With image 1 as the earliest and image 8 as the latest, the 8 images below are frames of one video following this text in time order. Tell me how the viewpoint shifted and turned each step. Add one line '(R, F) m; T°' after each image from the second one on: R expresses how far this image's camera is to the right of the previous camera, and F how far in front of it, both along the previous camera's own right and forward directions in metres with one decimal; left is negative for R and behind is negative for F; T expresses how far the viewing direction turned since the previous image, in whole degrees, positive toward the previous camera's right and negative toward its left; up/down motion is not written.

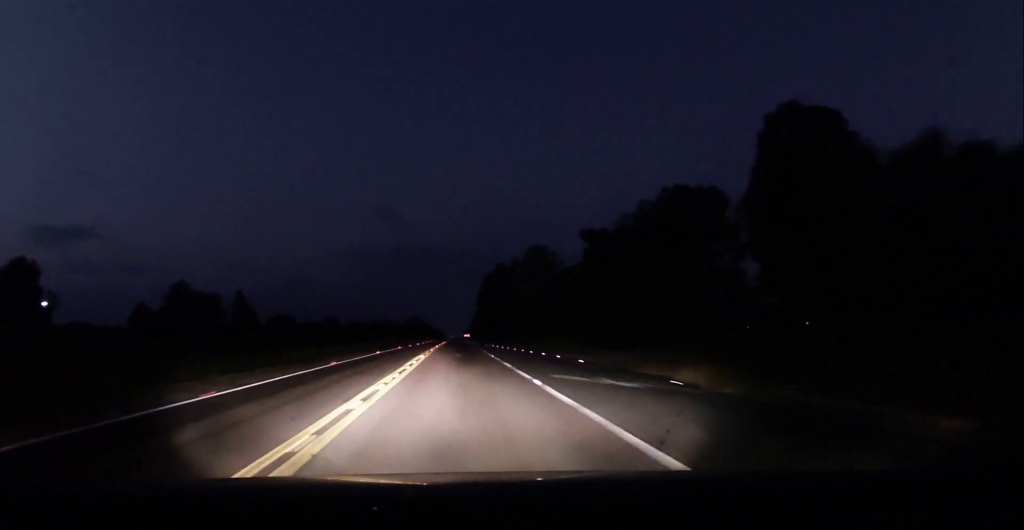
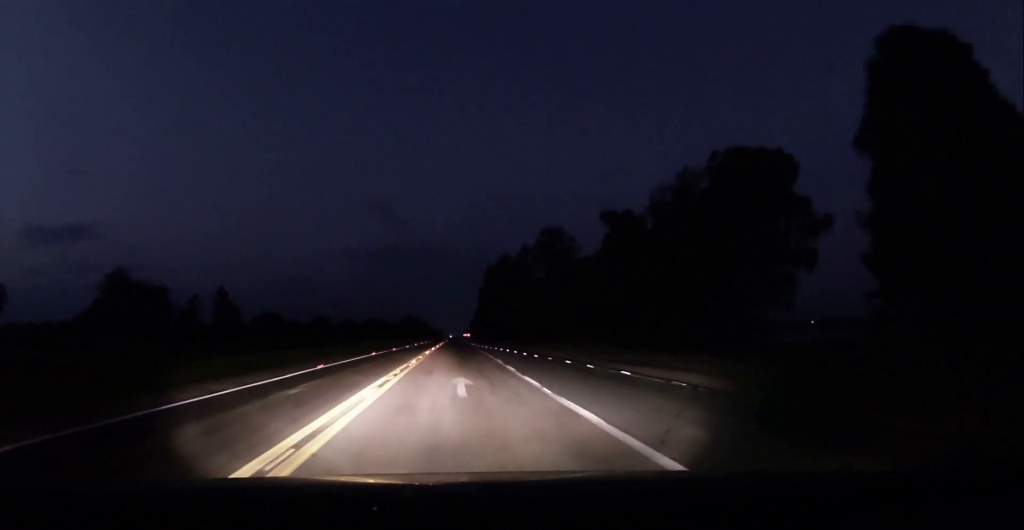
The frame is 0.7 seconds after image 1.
(+0.1, +19.5) m; 0°
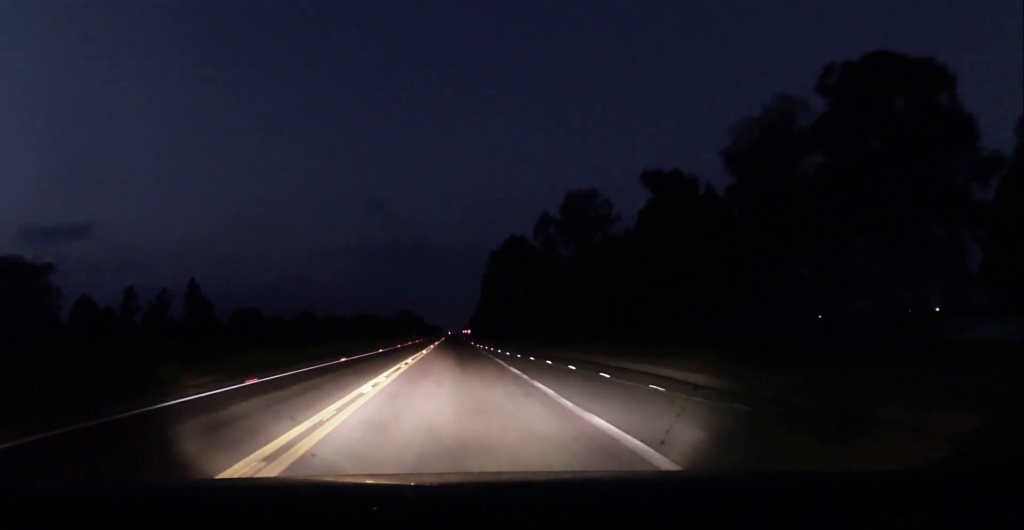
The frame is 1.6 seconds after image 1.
(+0.2, +26.3) m; 0°
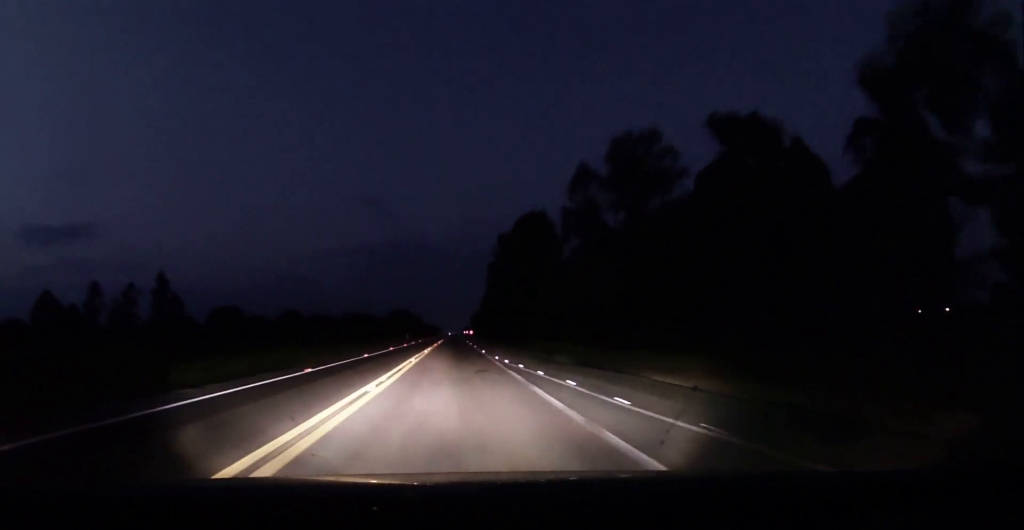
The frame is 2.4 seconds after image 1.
(-0.3, +24.5) m; 0°
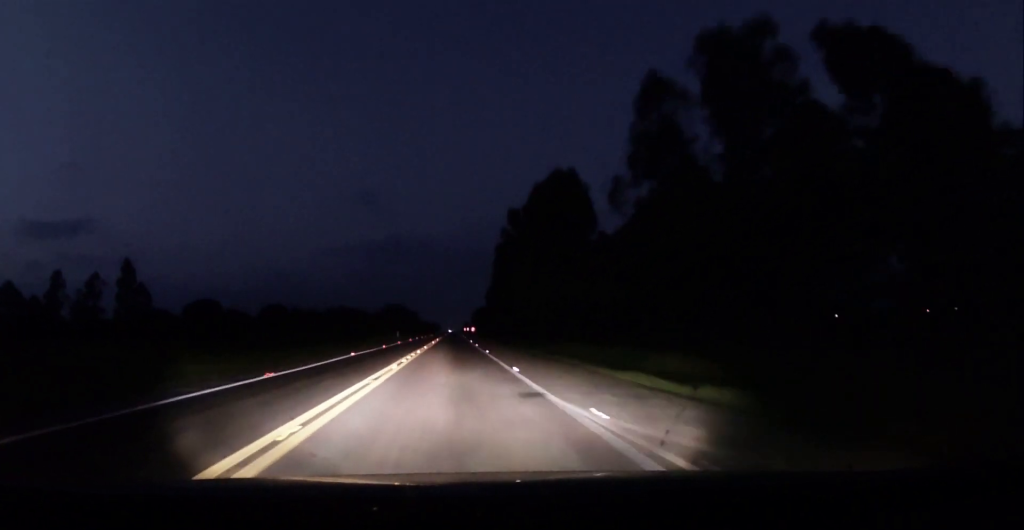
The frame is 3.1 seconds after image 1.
(+0.3, +21.7) m; 0°
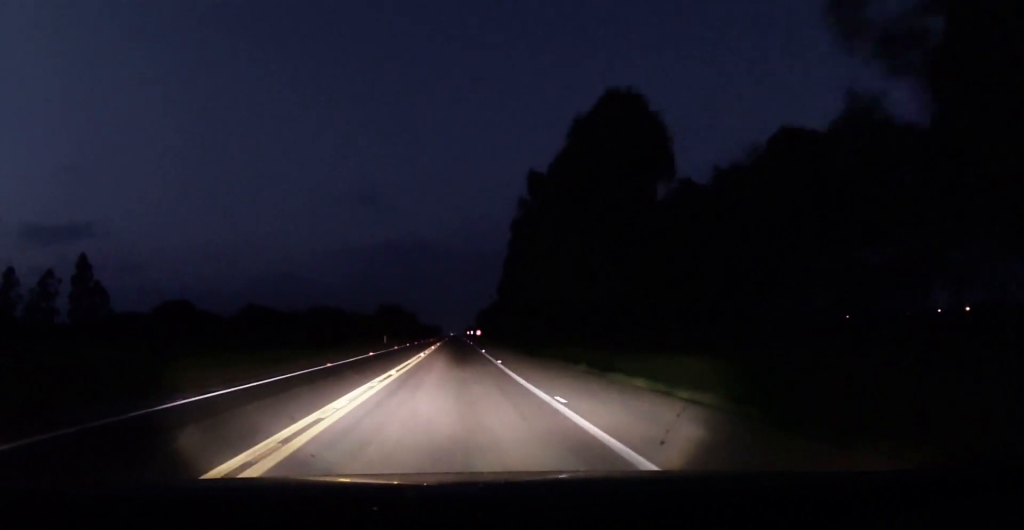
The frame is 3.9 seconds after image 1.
(-0.1, +23.8) m; 0°
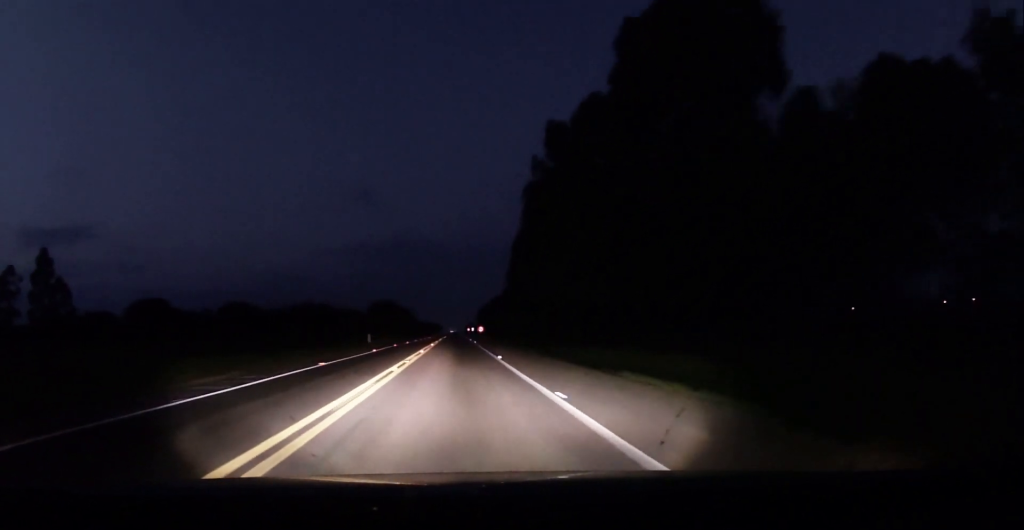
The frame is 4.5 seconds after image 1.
(-0.1, +16.0) m; 0°
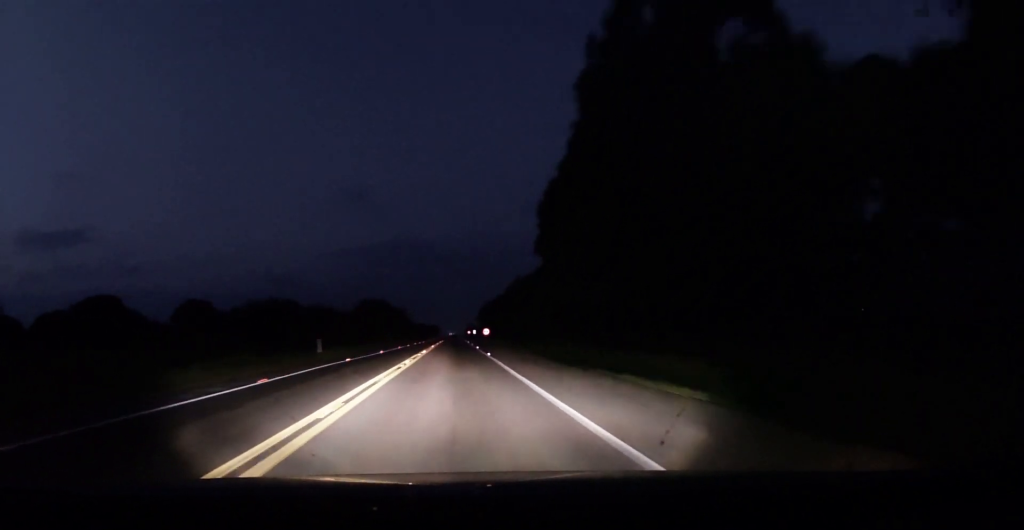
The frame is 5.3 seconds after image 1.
(+0.2, +26.1) m; 0°
